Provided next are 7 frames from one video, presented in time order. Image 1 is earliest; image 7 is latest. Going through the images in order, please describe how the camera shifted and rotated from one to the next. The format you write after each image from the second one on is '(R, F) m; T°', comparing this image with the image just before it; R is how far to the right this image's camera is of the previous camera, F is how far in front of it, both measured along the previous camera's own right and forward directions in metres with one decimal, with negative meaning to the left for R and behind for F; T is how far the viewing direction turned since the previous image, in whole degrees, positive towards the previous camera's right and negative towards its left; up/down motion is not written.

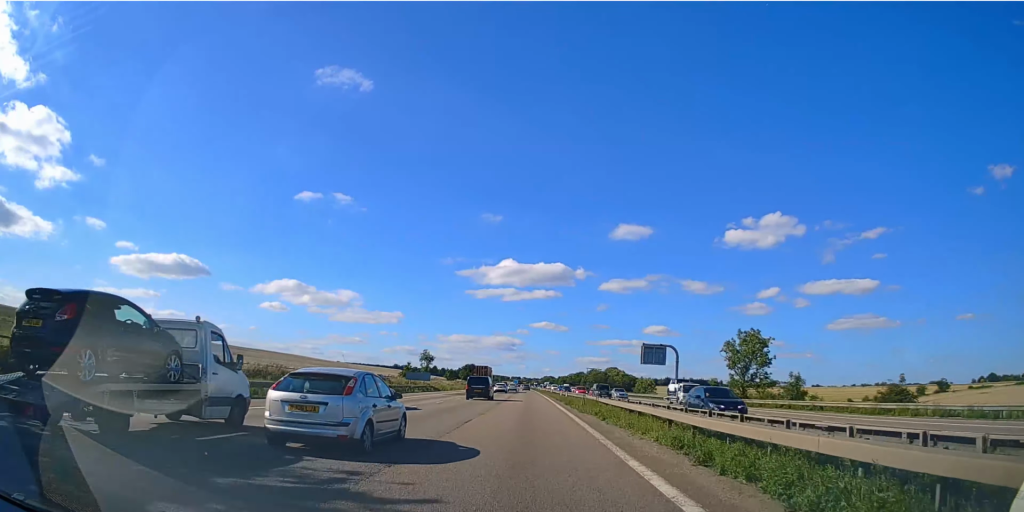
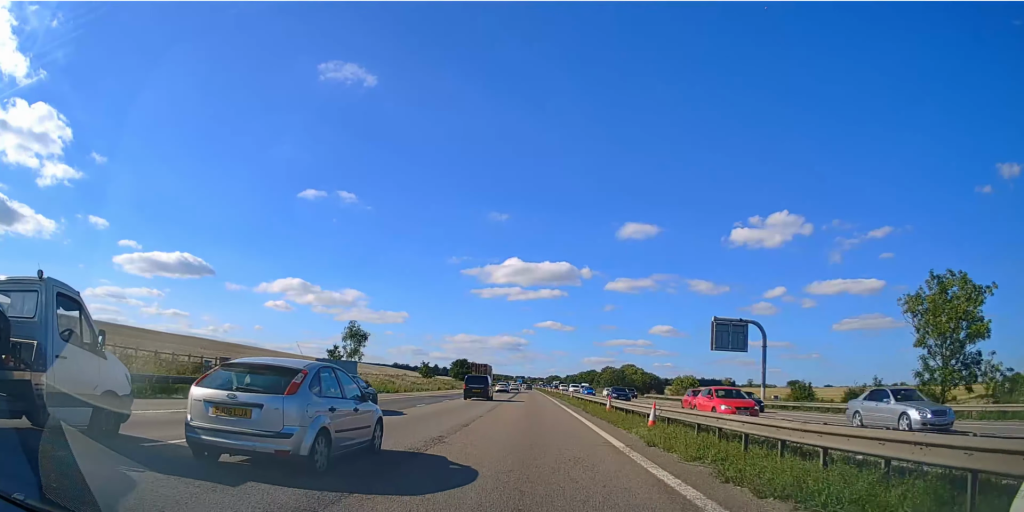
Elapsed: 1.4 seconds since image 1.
(-0.2, +38.6) m; 0°
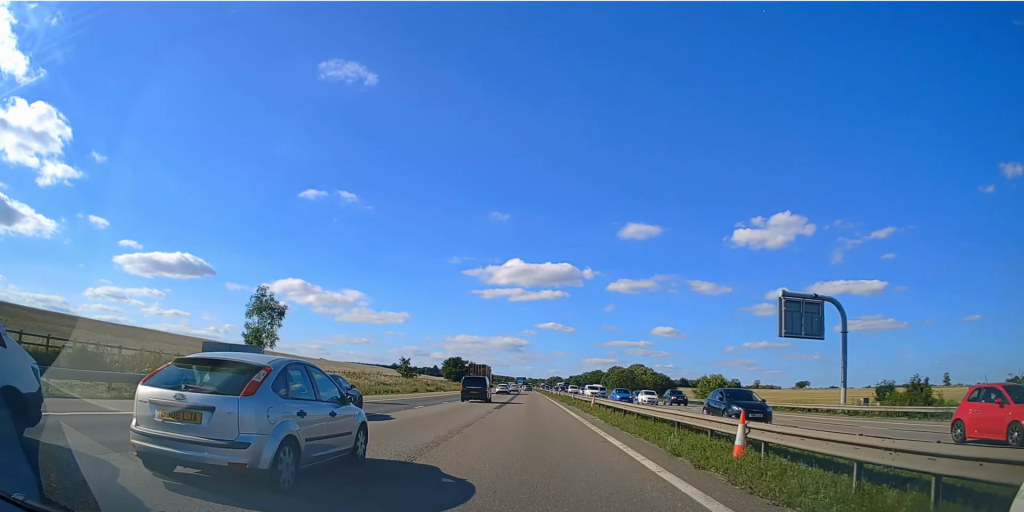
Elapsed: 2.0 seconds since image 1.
(0.0, +18.7) m; 0°
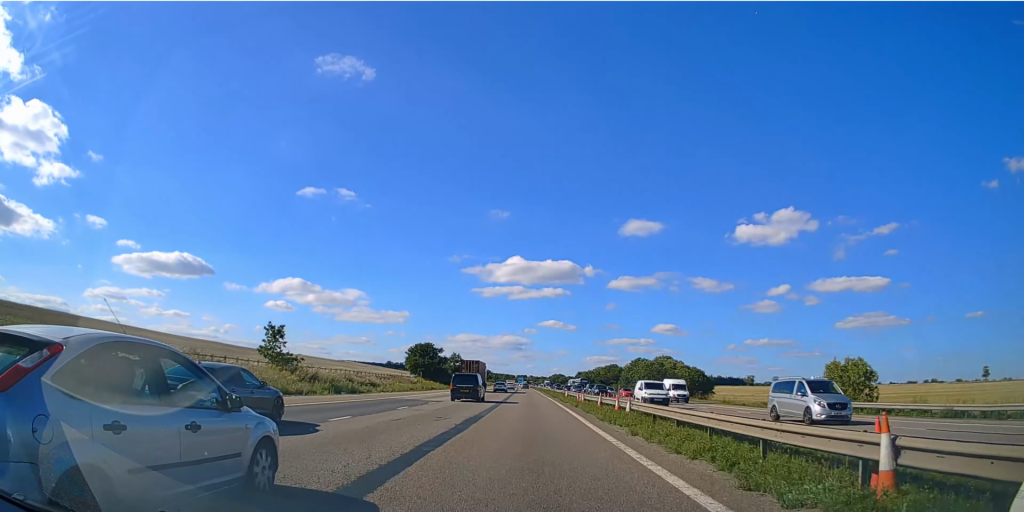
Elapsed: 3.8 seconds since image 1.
(0.0, +48.5) m; 0°
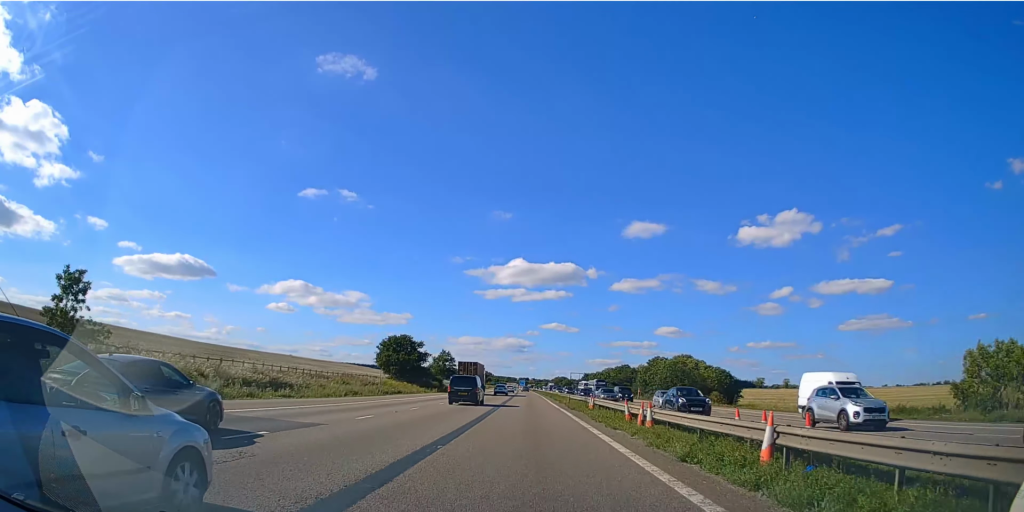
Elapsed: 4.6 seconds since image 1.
(-0.1, +22.4) m; 0°
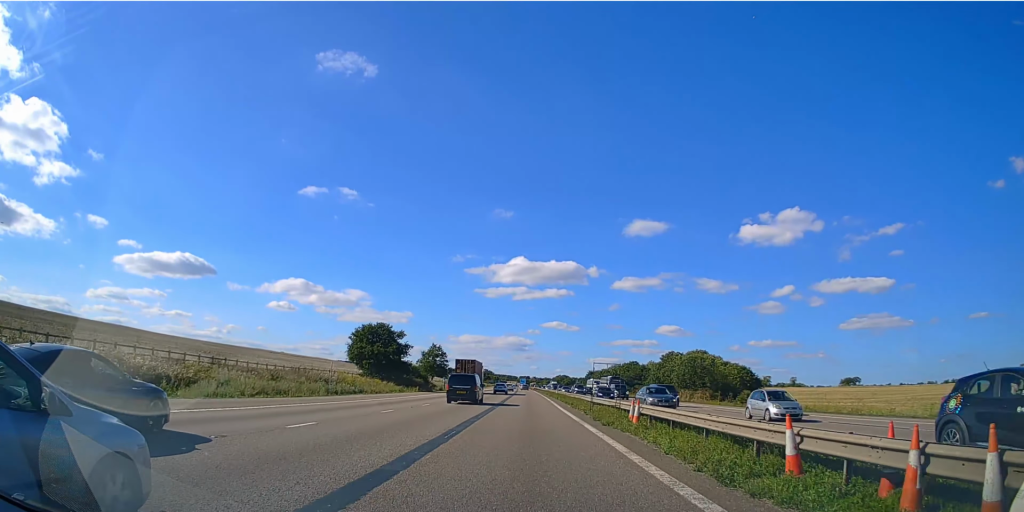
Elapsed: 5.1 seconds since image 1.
(0.0, +15.0) m; 0°
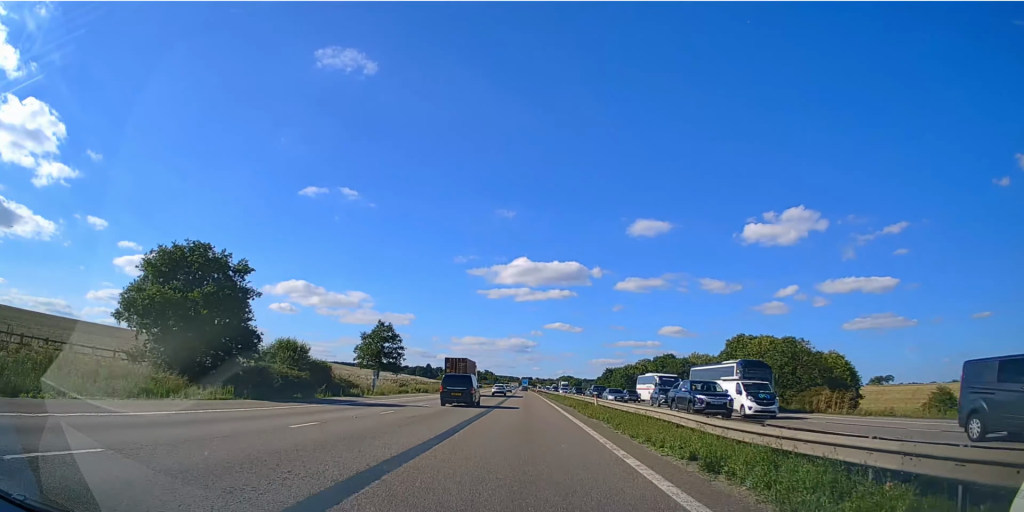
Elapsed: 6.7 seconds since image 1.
(-0.1, +45.8) m; 0°
